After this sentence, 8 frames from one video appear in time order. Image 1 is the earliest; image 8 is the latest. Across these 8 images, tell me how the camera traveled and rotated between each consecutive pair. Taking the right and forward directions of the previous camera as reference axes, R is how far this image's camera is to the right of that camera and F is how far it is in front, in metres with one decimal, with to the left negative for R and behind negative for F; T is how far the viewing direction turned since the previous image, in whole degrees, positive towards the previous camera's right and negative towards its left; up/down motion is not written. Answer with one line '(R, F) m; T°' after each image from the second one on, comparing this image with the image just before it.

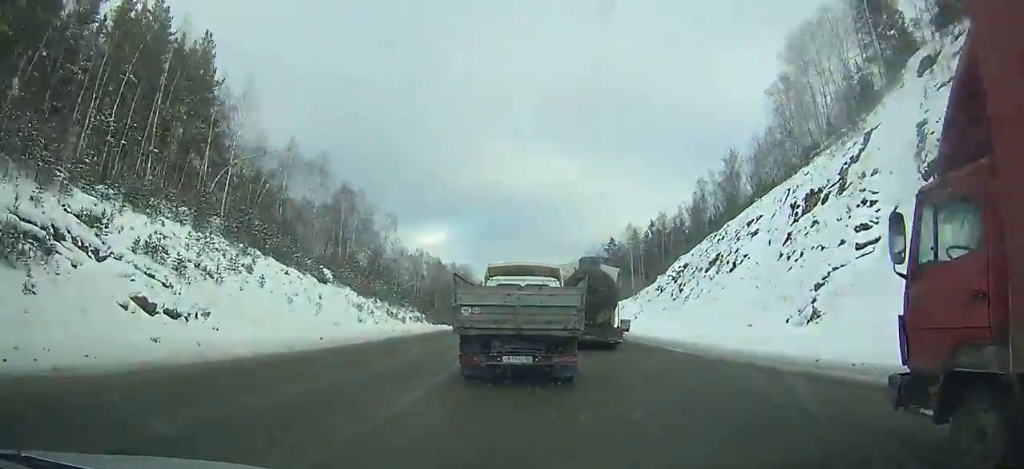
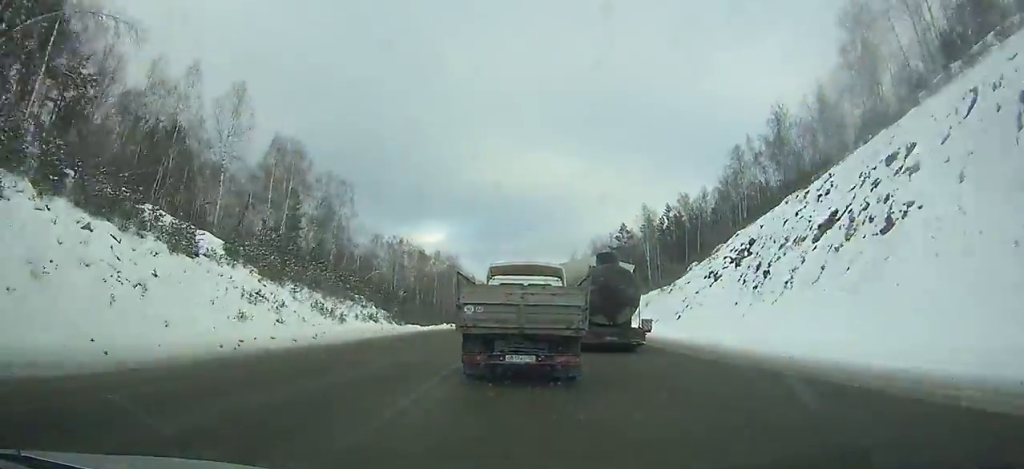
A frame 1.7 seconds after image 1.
(+0.1, +24.7) m; 0°
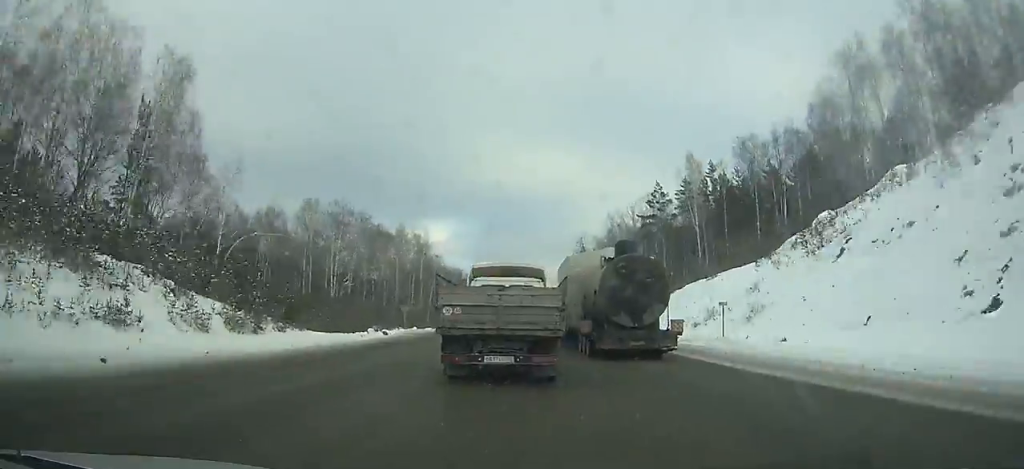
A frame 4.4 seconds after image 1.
(0.0, +40.4) m; 0°
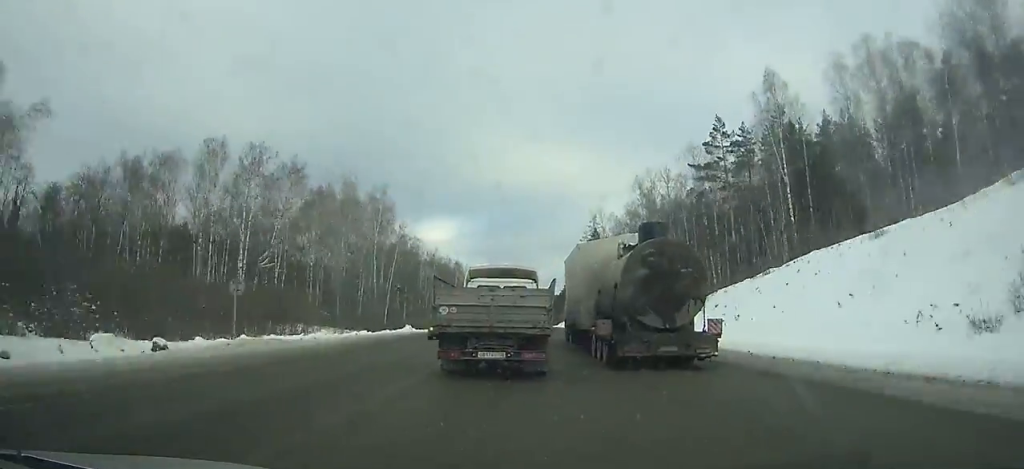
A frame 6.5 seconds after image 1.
(0.0, +32.6) m; 0°
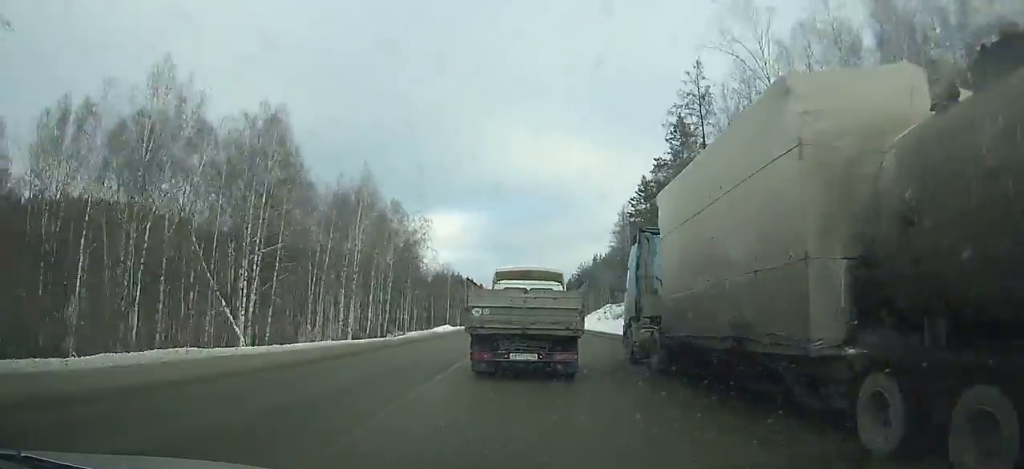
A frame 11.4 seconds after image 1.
(0.0, +81.9) m; 0°
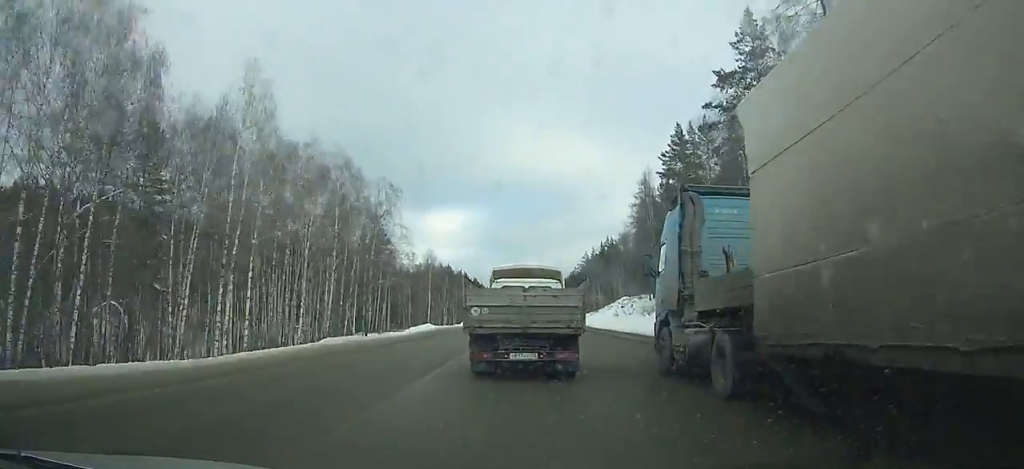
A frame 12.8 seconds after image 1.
(+0.1, +24.3) m; 0°
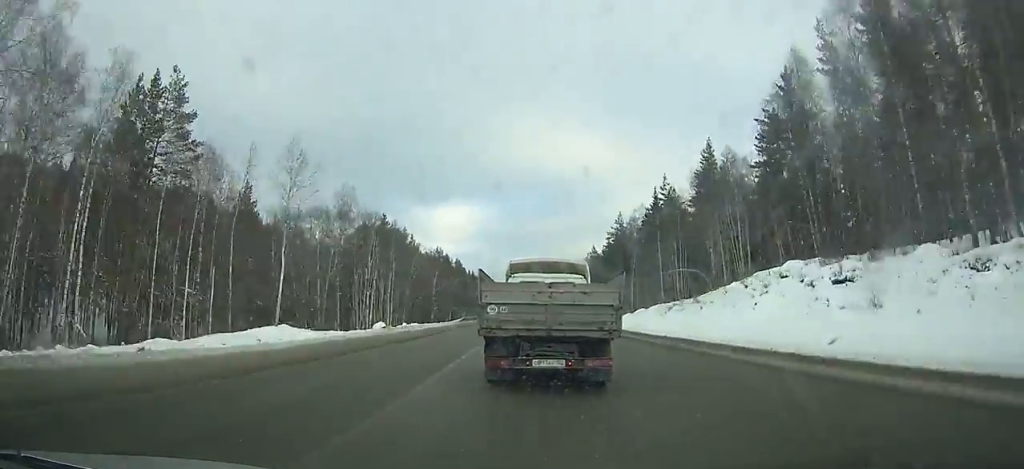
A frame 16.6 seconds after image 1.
(-0.2, +69.4) m; 0°
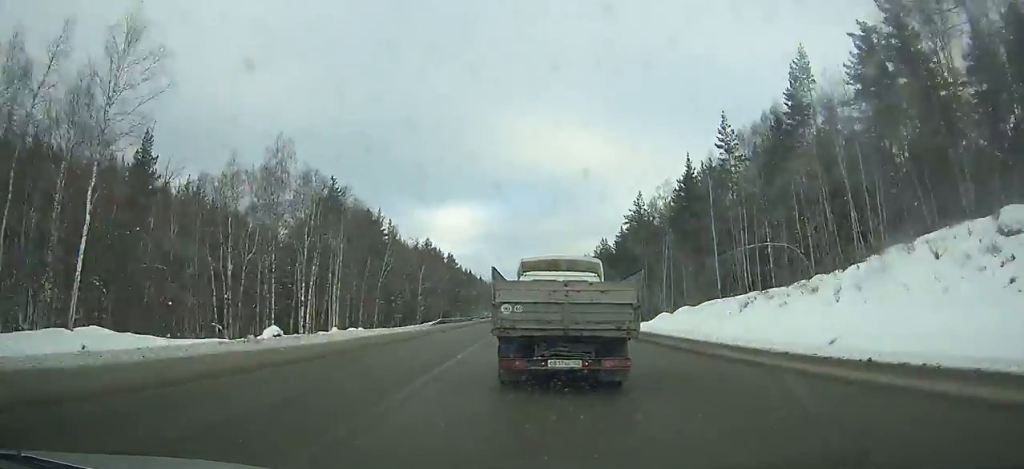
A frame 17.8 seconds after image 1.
(+0.1, +22.6) m; 0°
